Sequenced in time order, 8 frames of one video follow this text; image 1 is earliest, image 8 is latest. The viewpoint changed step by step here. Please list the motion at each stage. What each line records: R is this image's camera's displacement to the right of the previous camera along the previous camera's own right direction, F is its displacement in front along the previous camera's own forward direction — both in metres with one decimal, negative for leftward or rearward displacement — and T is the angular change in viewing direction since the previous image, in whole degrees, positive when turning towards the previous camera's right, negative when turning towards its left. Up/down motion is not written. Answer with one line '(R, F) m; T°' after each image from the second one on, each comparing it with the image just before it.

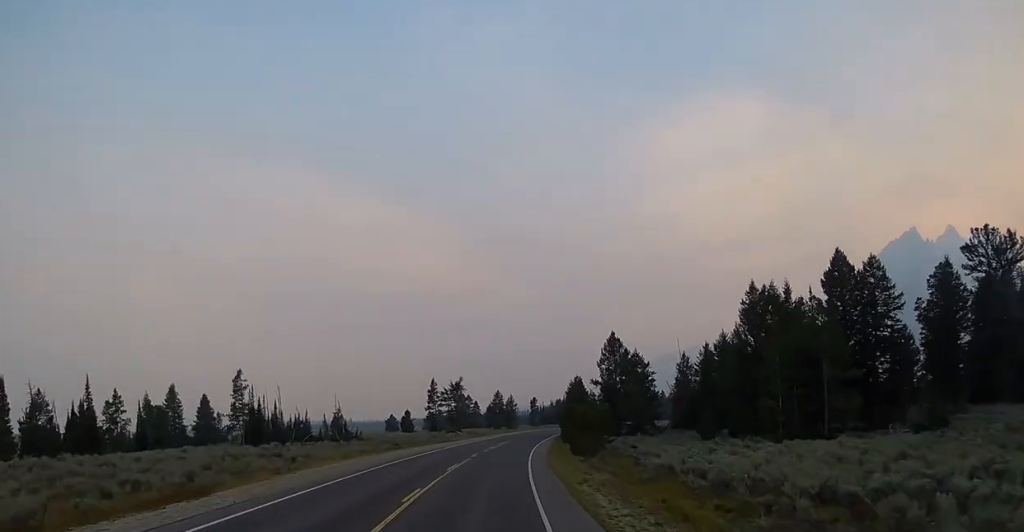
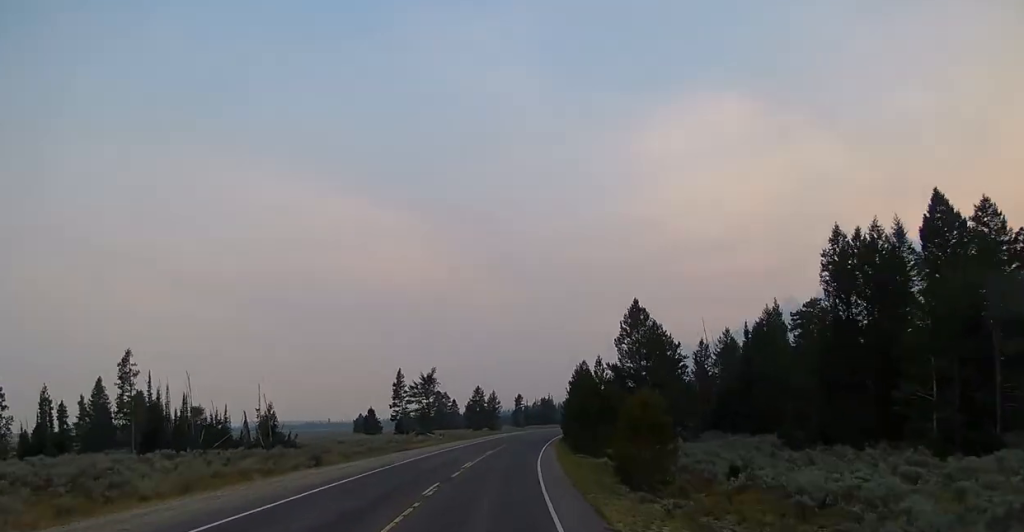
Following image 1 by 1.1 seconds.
(+0.7, +22.2) m; +2°
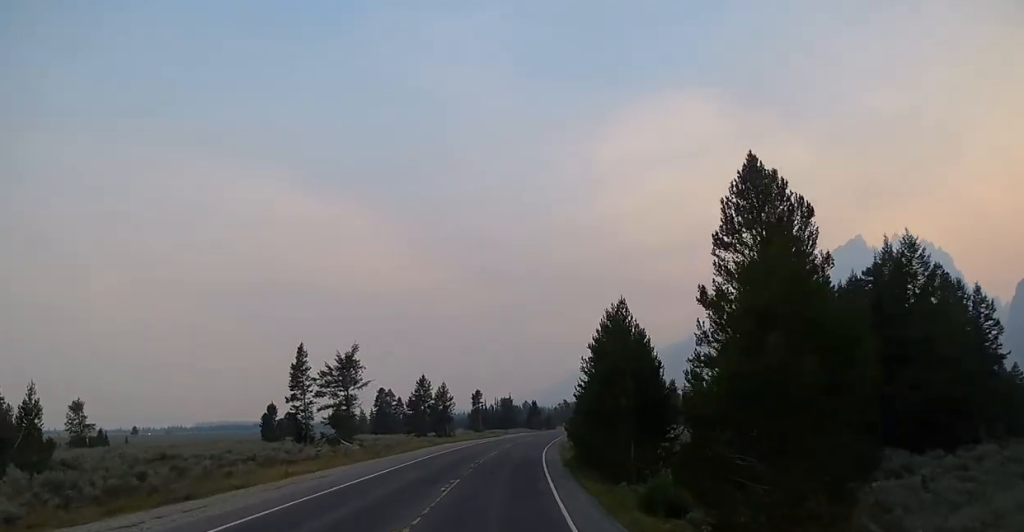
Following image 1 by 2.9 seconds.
(+0.8, +36.2) m; +3°
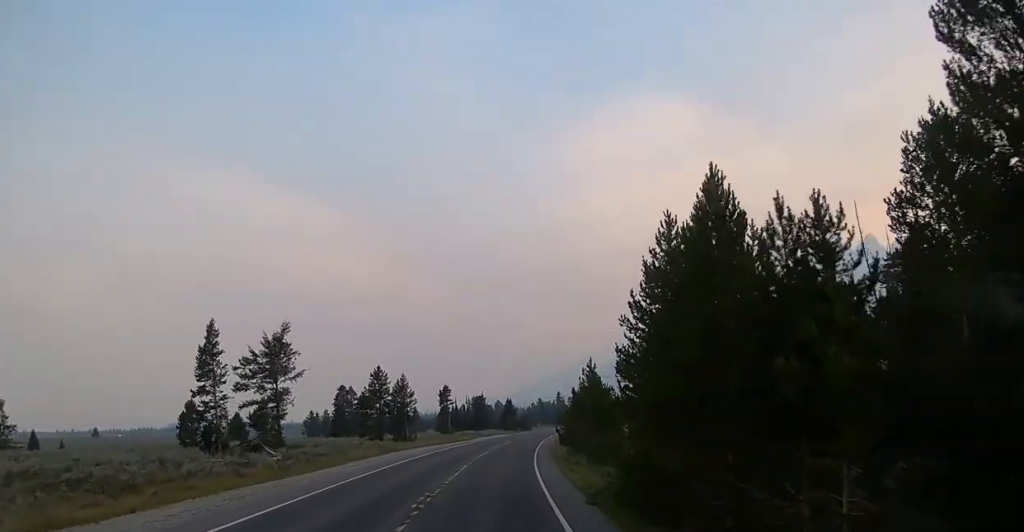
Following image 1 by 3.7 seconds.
(0.0, +16.5) m; +2°
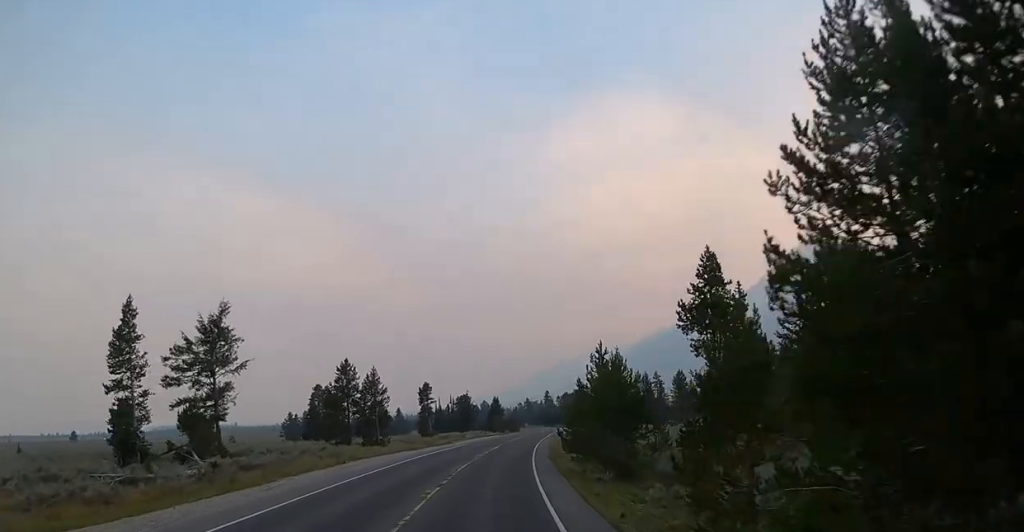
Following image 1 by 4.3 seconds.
(+0.4, +10.7) m; +2°
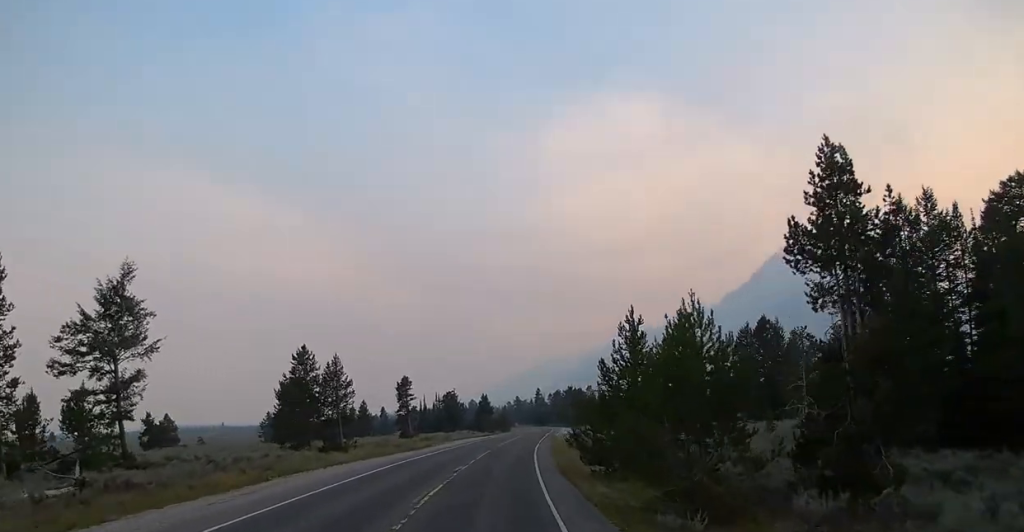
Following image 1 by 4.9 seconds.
(+0.1, +12.3) m; +2°
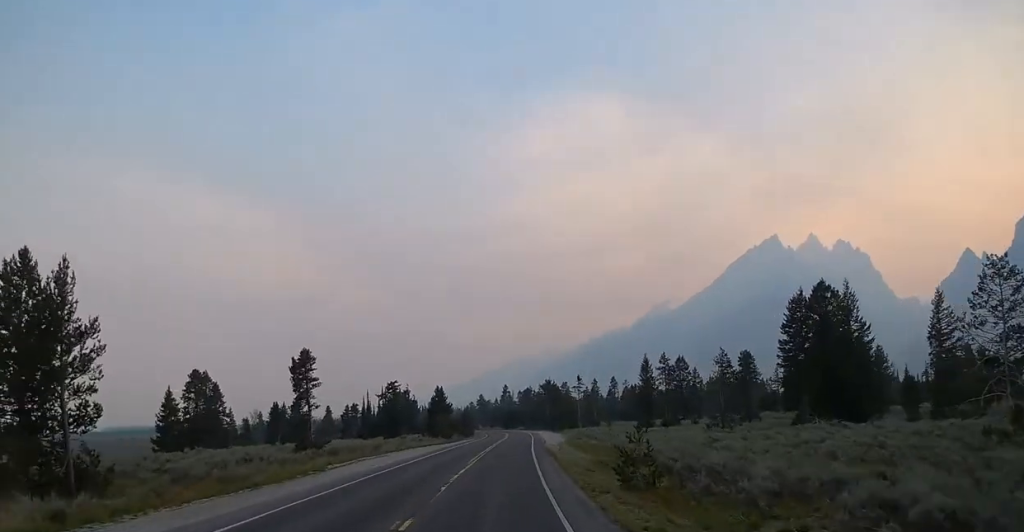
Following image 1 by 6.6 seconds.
(+1.1, +35.1) m; +3°
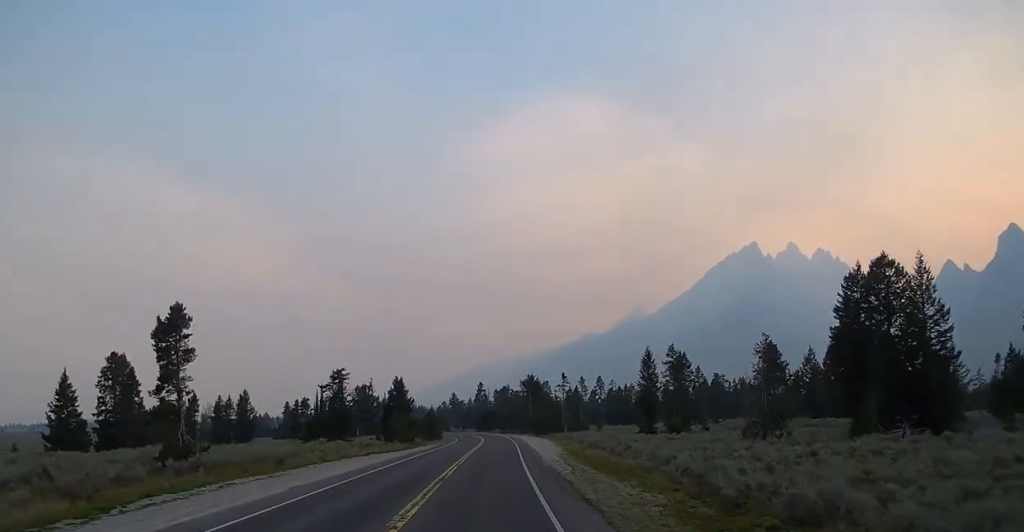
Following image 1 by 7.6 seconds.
(+0.1, +21.5) m; +1°
